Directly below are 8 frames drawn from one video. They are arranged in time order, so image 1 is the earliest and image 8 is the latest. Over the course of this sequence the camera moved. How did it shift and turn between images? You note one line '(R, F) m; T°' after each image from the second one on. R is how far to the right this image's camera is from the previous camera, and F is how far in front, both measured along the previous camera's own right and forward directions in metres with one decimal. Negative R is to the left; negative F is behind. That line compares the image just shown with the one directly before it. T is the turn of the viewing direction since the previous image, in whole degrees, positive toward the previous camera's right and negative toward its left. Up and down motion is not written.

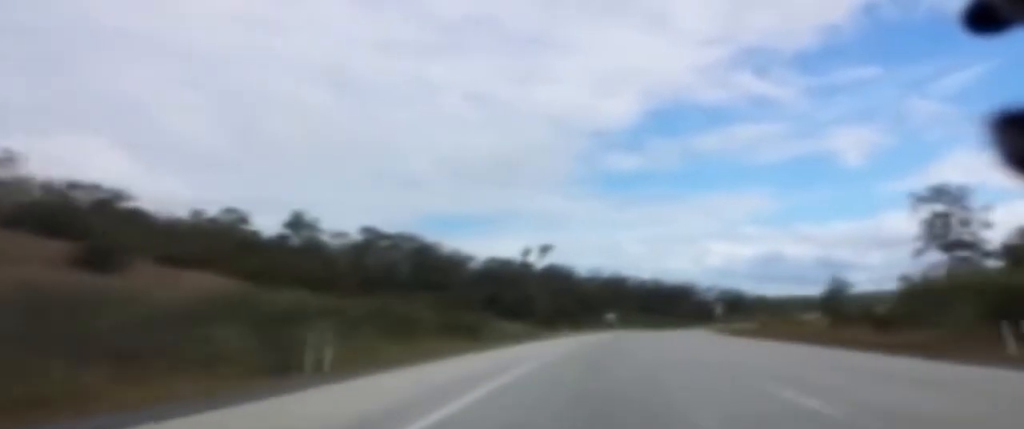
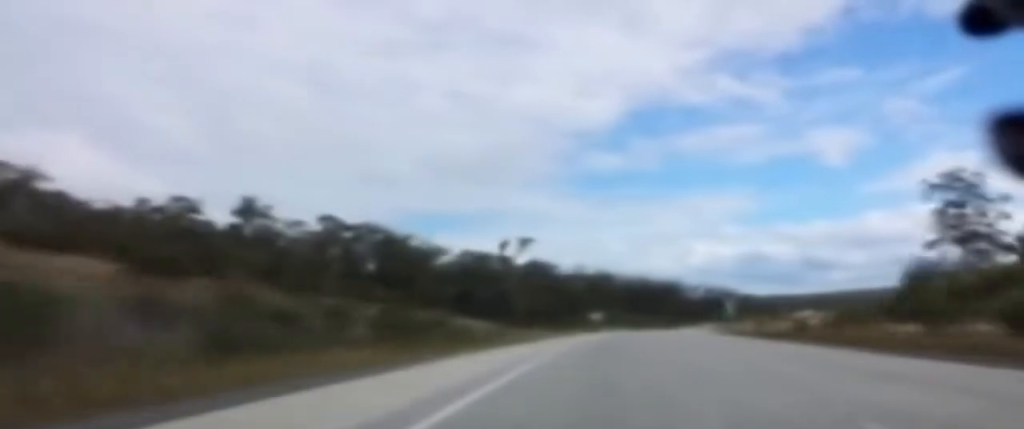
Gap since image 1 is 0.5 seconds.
(+0.2, +16.4) m; +1°
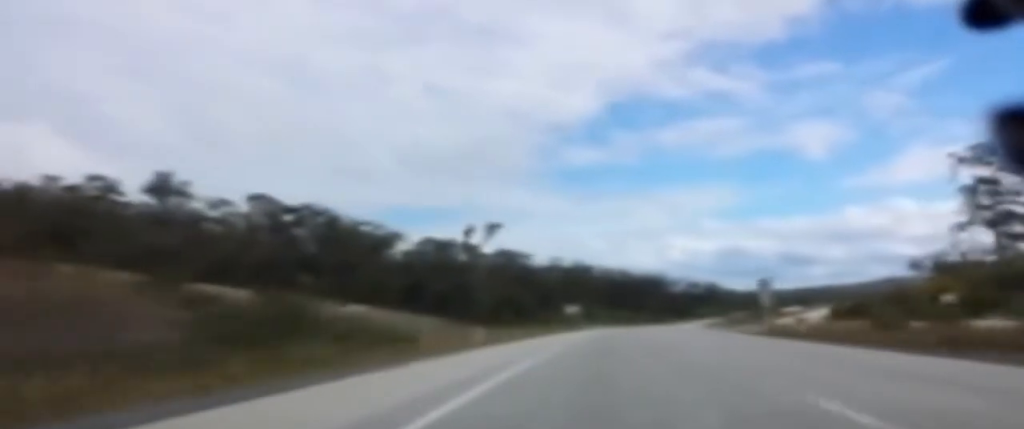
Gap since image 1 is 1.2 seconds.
(+0.2, +21.5) m; +1°
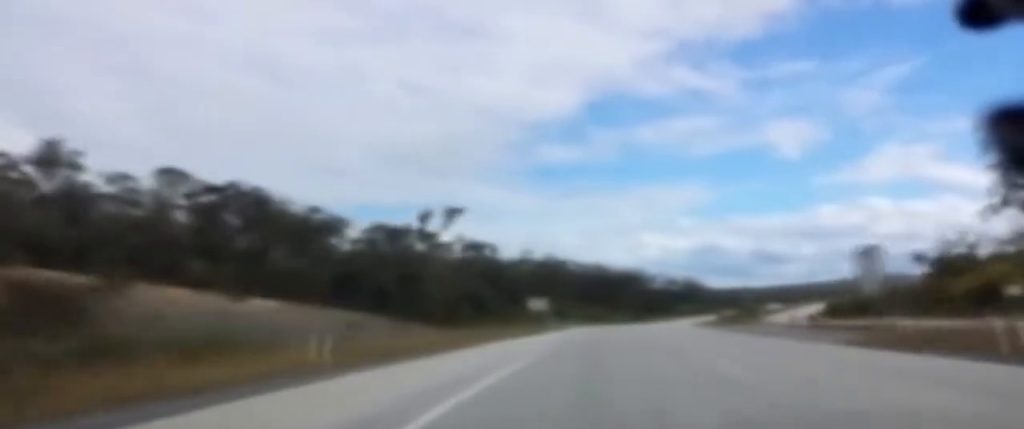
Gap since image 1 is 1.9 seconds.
(+0.1, +21.5) m; +1°
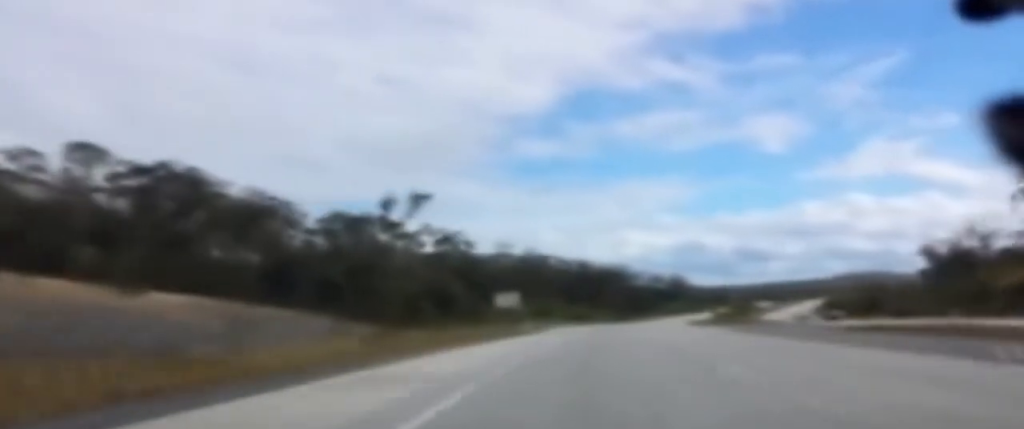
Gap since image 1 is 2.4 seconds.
(+0.1, +13.3) m; +1°
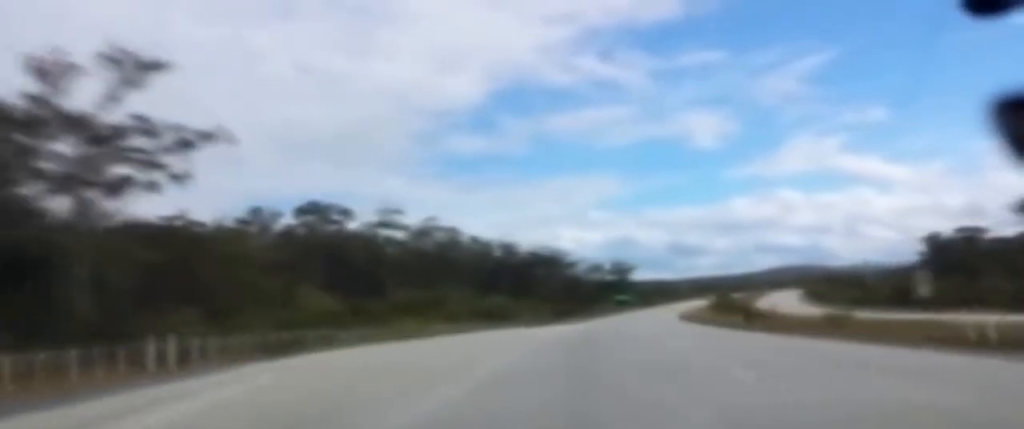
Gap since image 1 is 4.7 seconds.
(+2.8, +72.8) m; +4°
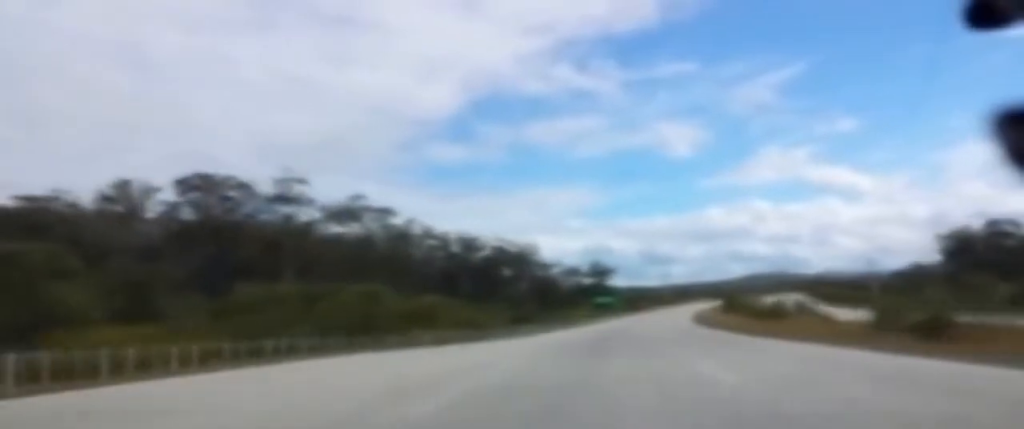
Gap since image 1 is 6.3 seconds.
(+0.8, +47.4) m; +2°
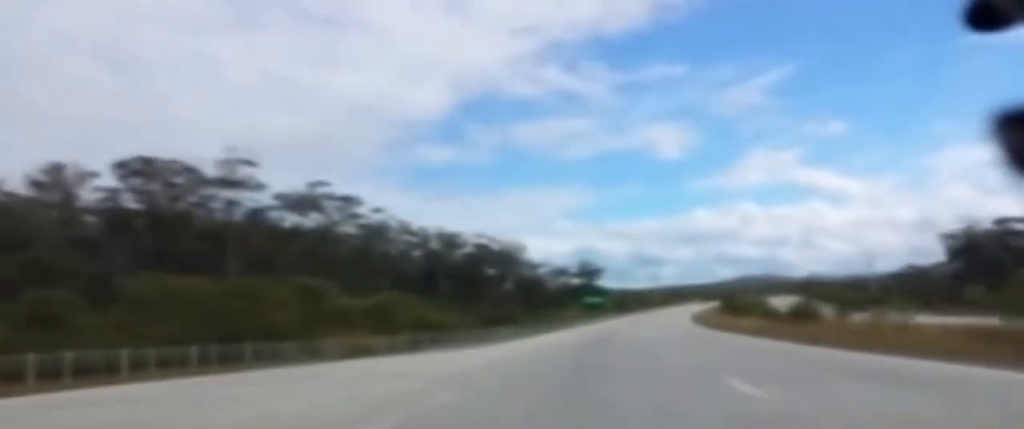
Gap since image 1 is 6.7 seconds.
(0.0, +14.4) m; +1°
